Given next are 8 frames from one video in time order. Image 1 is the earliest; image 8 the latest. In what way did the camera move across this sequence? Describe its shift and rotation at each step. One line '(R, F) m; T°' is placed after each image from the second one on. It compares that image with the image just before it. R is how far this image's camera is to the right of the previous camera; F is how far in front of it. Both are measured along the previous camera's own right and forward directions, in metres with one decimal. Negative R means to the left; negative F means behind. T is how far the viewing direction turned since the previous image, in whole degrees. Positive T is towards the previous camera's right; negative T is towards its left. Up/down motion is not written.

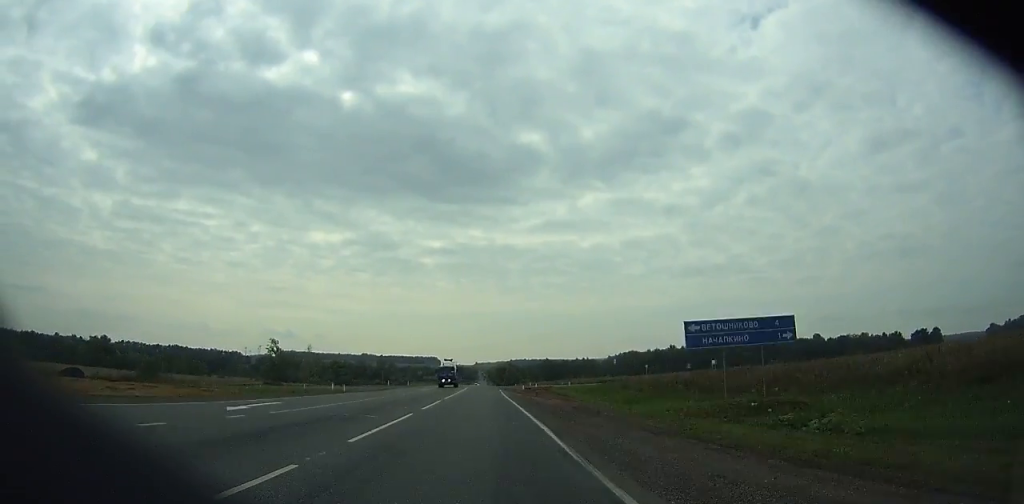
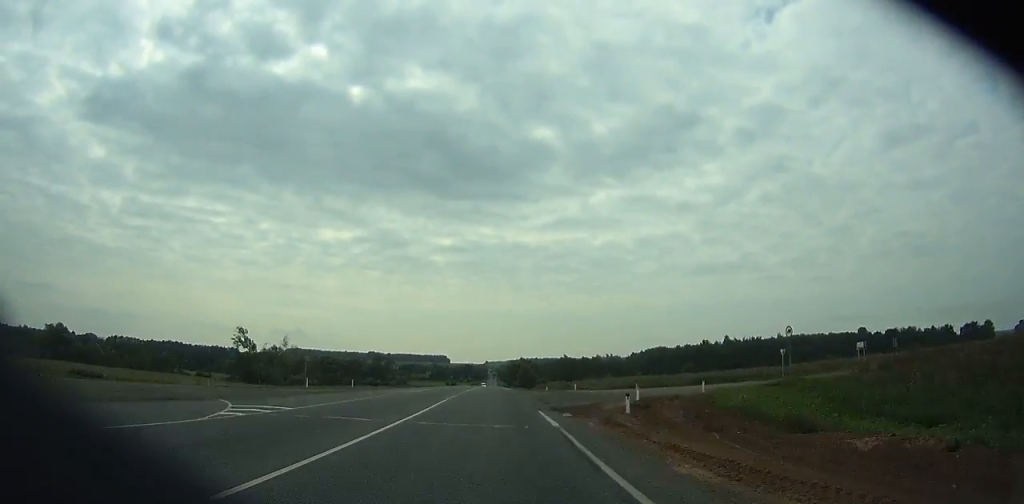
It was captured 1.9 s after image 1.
(0.0, +48.4) m; 0°
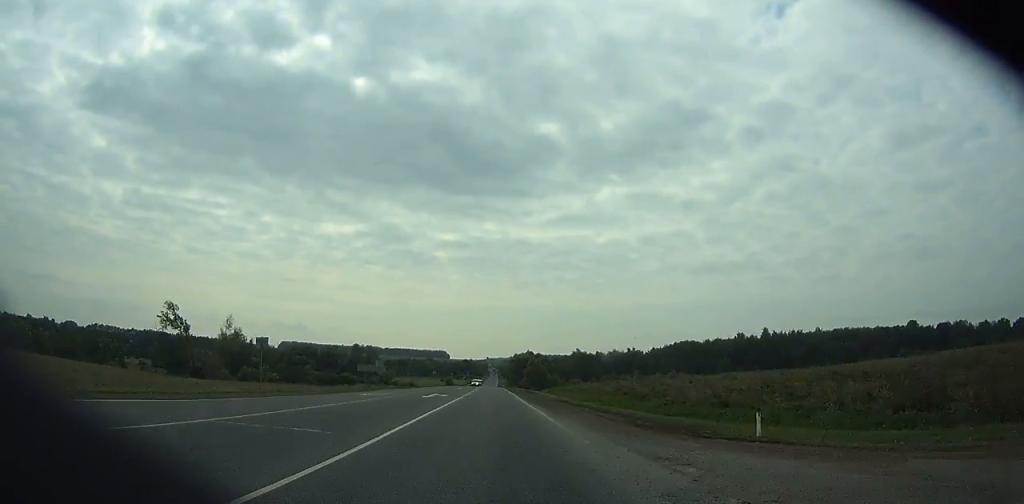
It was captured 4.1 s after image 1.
(-0.5, +56.4) m; 0°
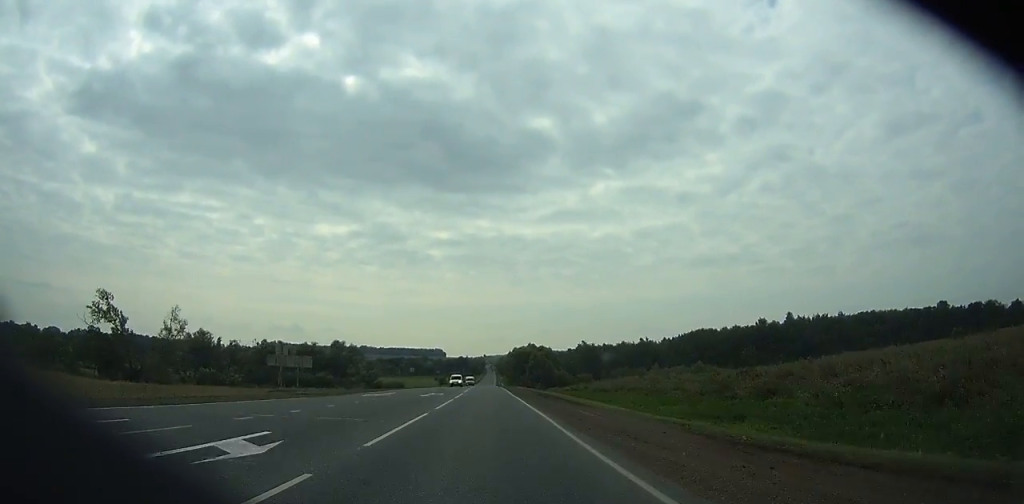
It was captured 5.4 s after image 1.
(0.0, +33.2) m; 0°
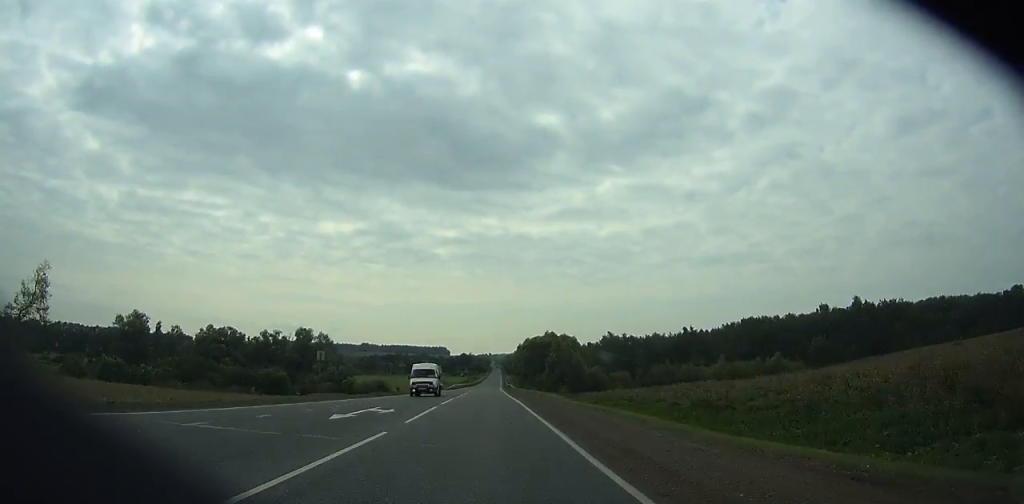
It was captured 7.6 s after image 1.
(+0.1, +56.0) m; 0°
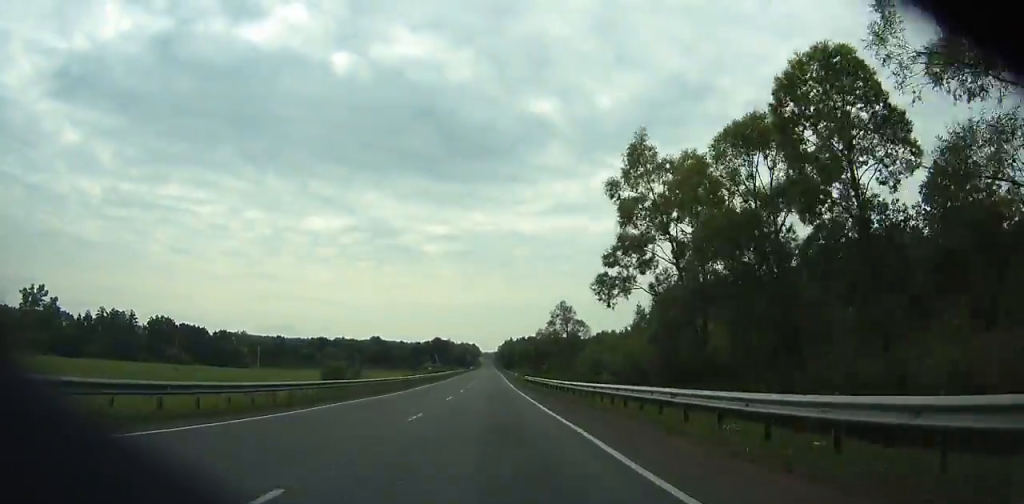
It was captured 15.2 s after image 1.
(-0.1, +191.9) m; 0°
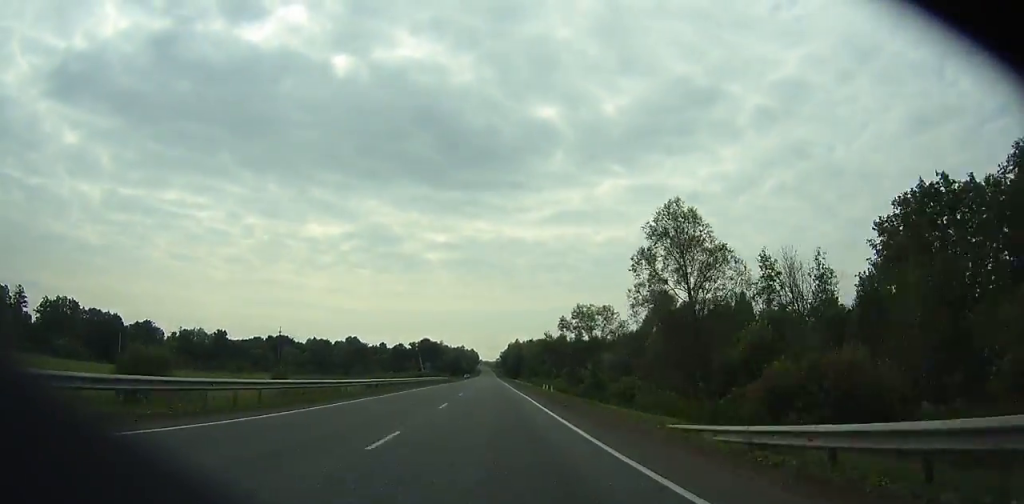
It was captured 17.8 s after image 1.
(+0.1, +64.9) m; 0°
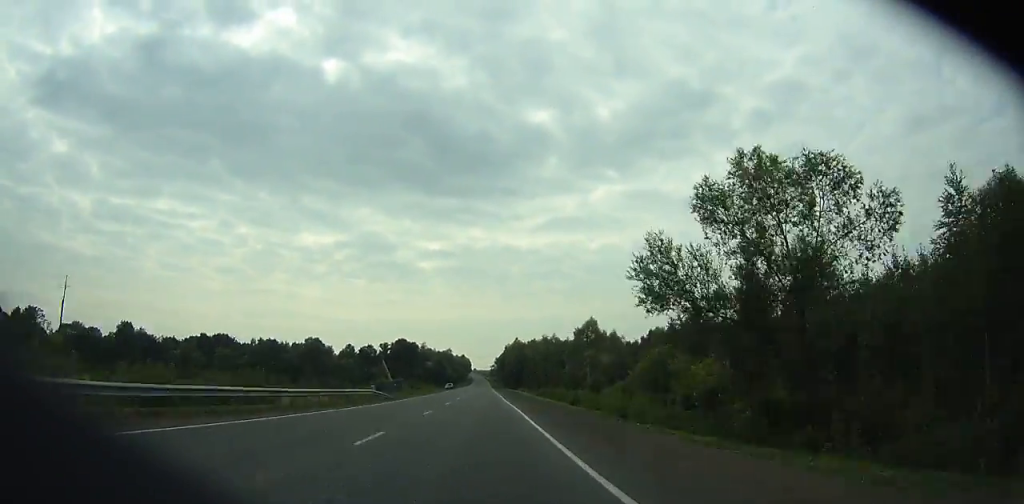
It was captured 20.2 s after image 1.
(0.0, +59.3) m; 0°
